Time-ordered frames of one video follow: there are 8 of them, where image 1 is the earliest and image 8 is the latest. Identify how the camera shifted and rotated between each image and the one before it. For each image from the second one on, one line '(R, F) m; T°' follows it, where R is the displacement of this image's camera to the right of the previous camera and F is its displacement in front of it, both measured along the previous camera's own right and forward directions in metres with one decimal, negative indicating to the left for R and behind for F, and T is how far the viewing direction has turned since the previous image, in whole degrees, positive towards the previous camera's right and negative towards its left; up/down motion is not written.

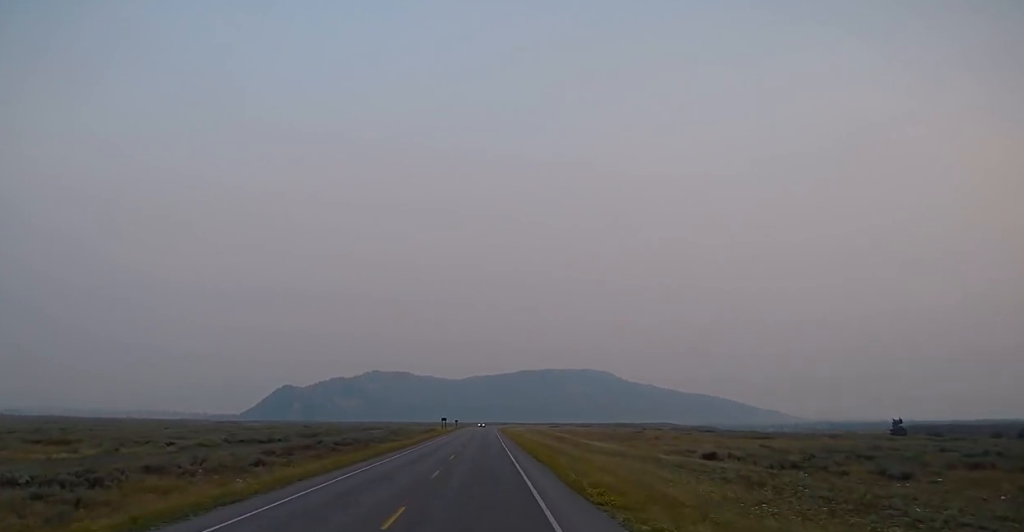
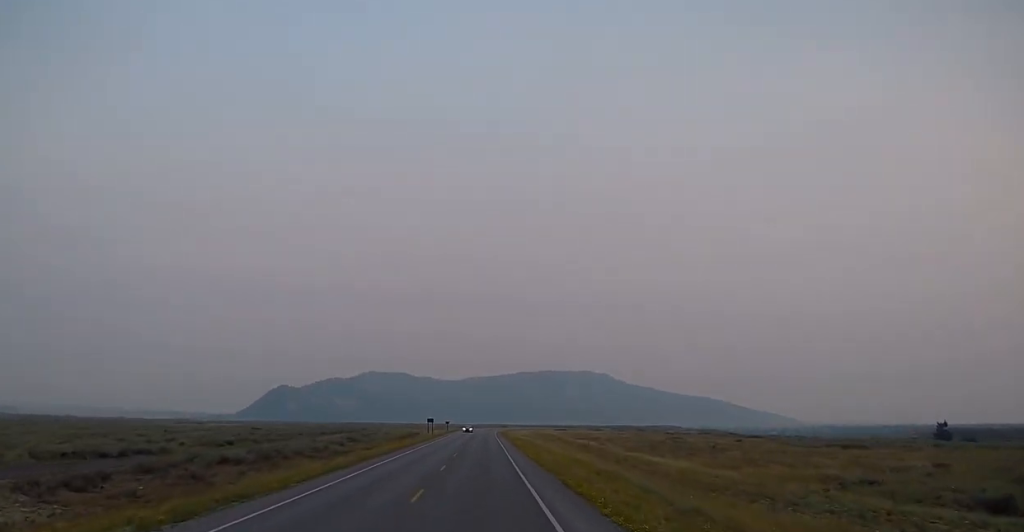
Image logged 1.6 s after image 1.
(+0.4, +31.9) m; 0°
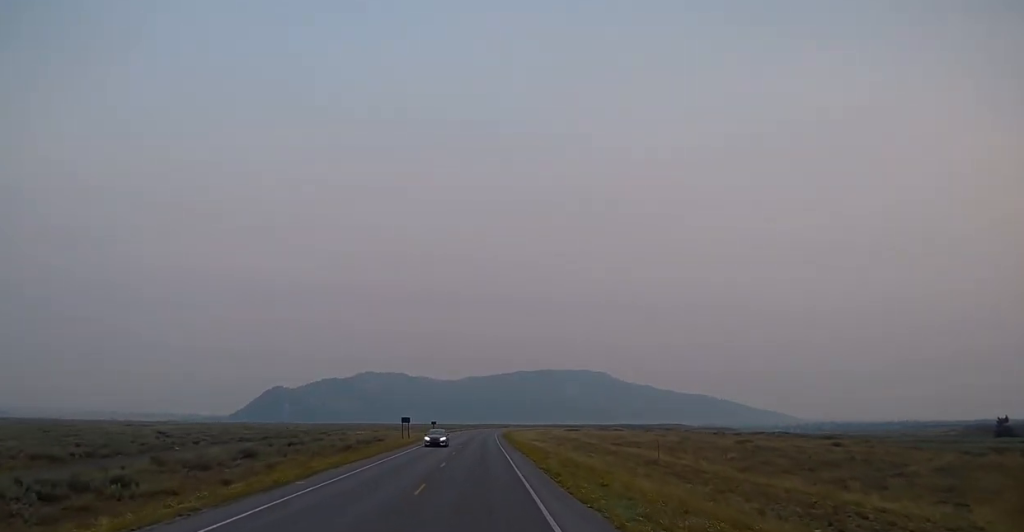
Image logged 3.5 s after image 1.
(-0.1, +35.1) m; 0°
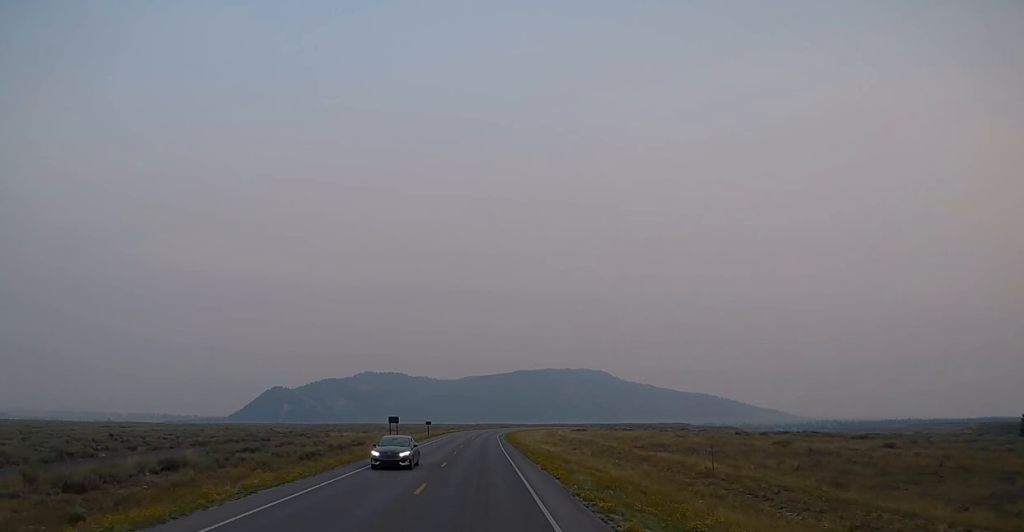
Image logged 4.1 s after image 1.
(0.0, +11.4) m; 0°
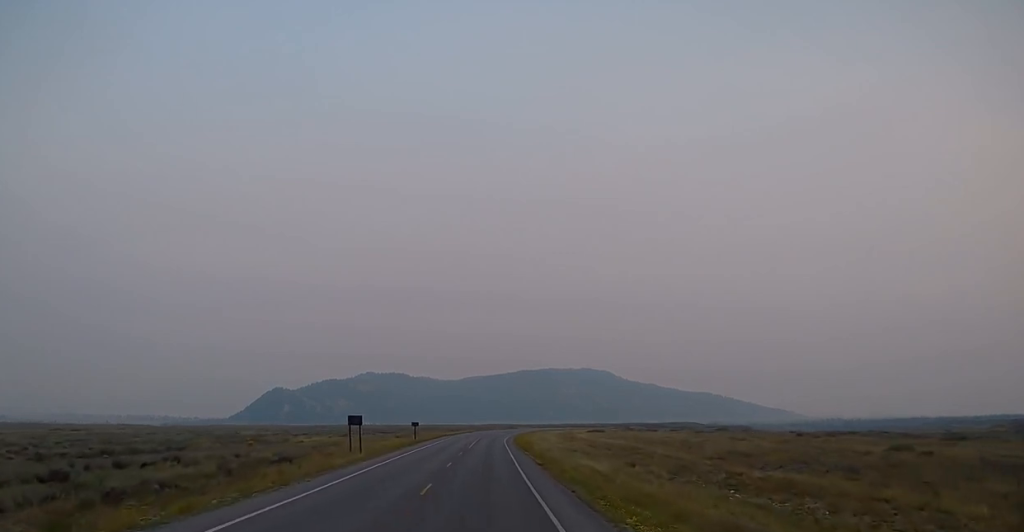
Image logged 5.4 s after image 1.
(+0.2, +23.9) m; 0°
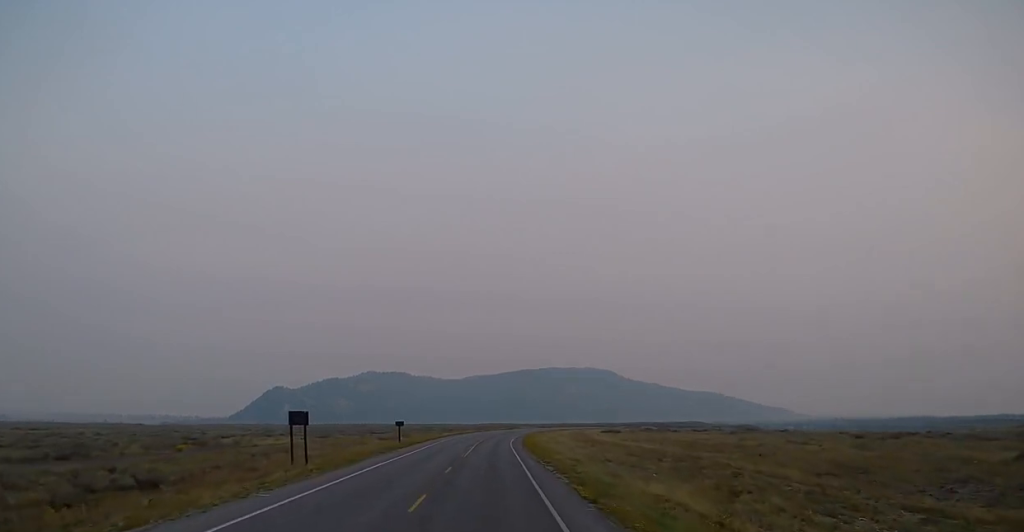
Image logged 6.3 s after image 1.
(-0.1, +16.8) m; 0°
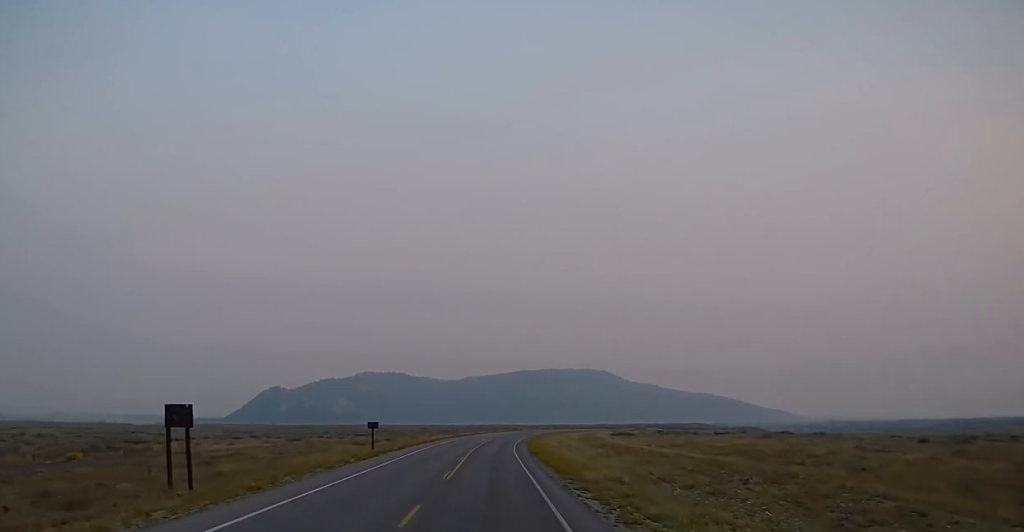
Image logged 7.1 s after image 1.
(-0.4, +16.4) m; 0°
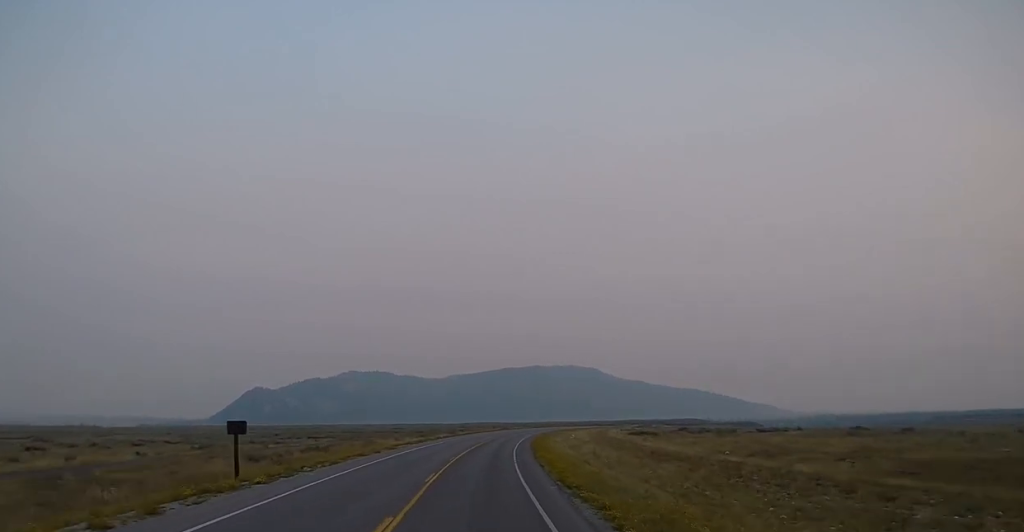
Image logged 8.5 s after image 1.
(+0.9, +25.8) m; +2°
